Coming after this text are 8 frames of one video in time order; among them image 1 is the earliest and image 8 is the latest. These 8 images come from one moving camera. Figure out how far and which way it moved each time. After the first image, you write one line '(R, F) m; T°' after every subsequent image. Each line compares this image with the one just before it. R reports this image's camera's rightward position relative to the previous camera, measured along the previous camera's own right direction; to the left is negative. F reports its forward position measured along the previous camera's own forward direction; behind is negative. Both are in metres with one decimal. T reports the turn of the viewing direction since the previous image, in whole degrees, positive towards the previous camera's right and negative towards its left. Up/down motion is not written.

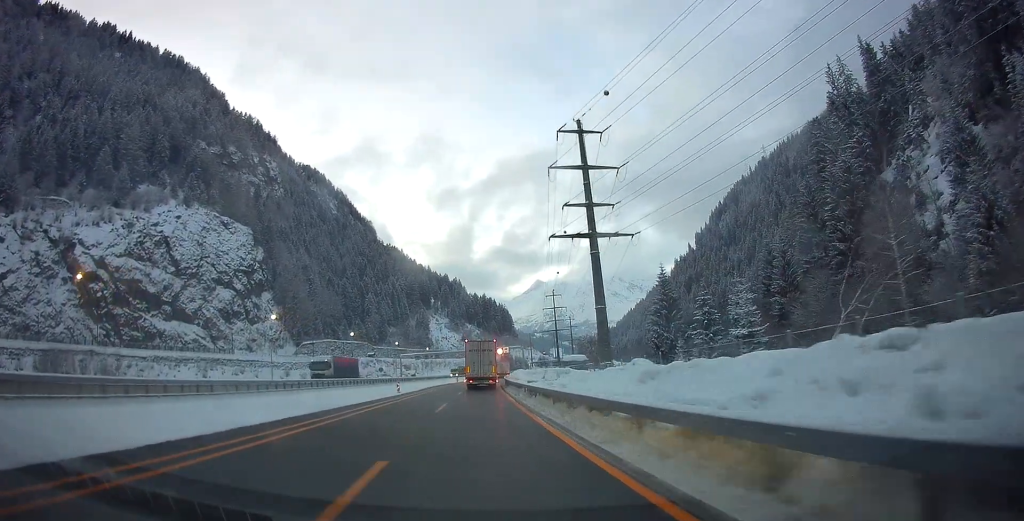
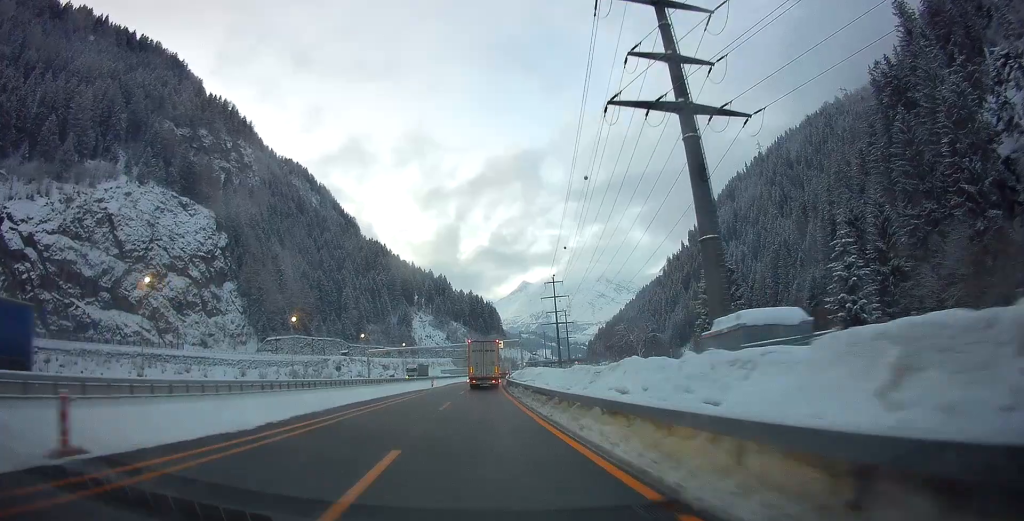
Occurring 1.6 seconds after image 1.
(+0.5, +33.2) m; +2°
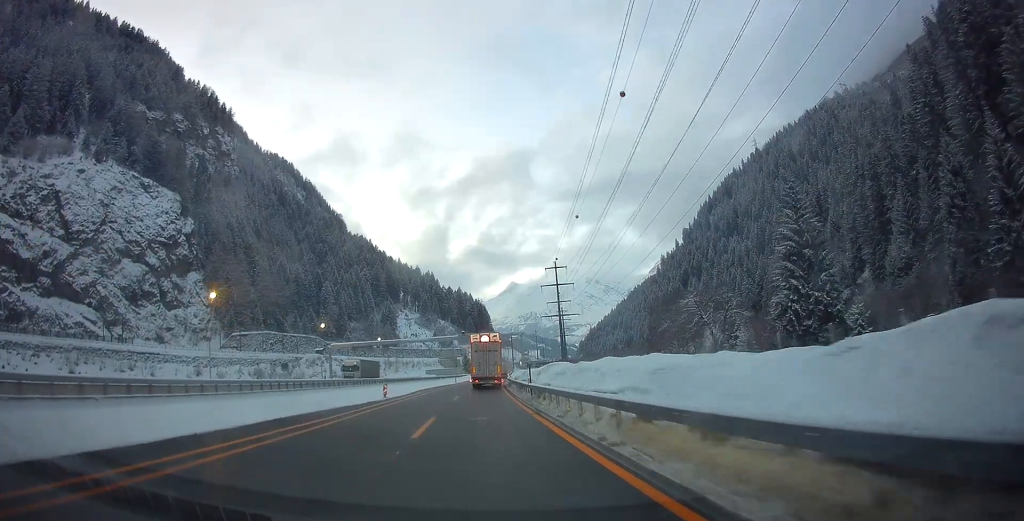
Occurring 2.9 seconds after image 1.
(+0.6, +27.7) m; +2°
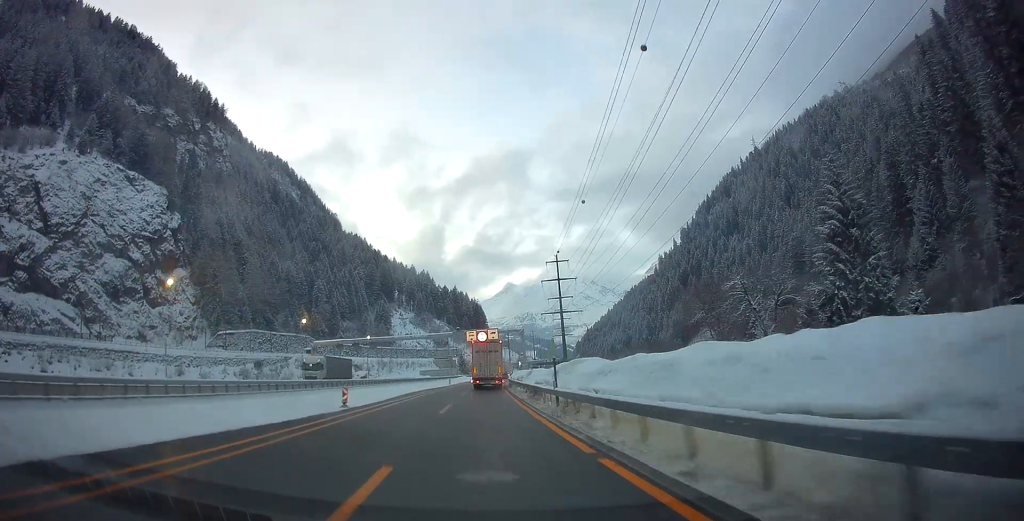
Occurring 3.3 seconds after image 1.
(0.0, +9.3) m; 0°
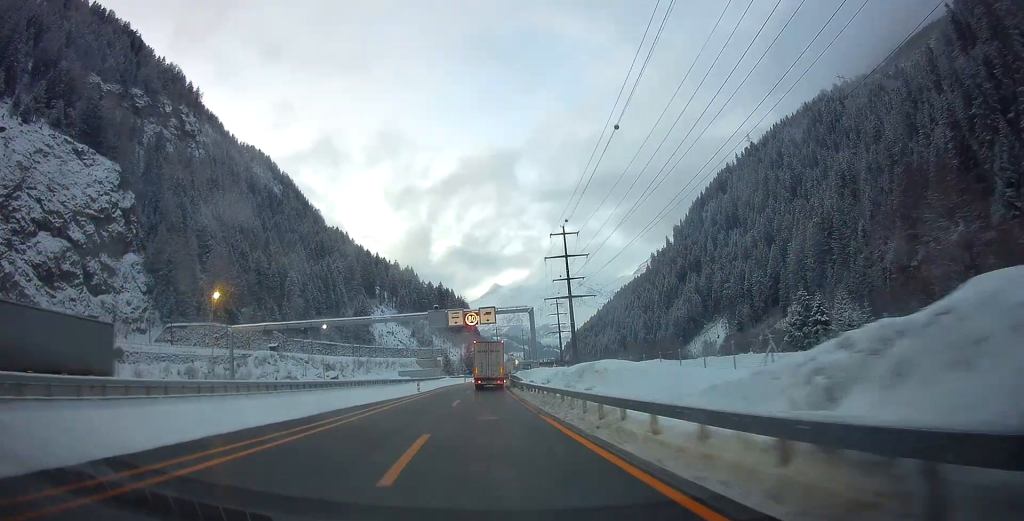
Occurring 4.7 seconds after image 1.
(+0.4, +30.3) m; +1°
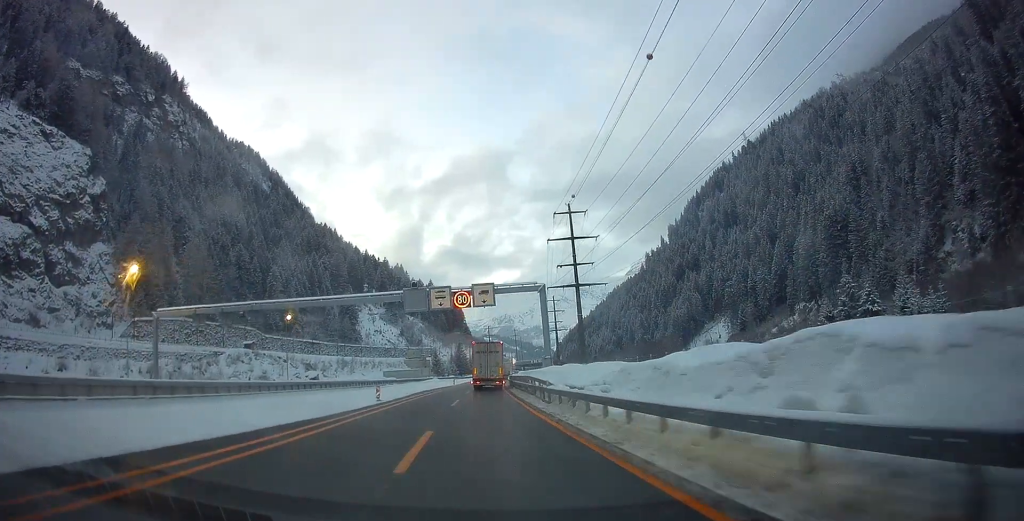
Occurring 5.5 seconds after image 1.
(0.0, +17.0) m; 0°
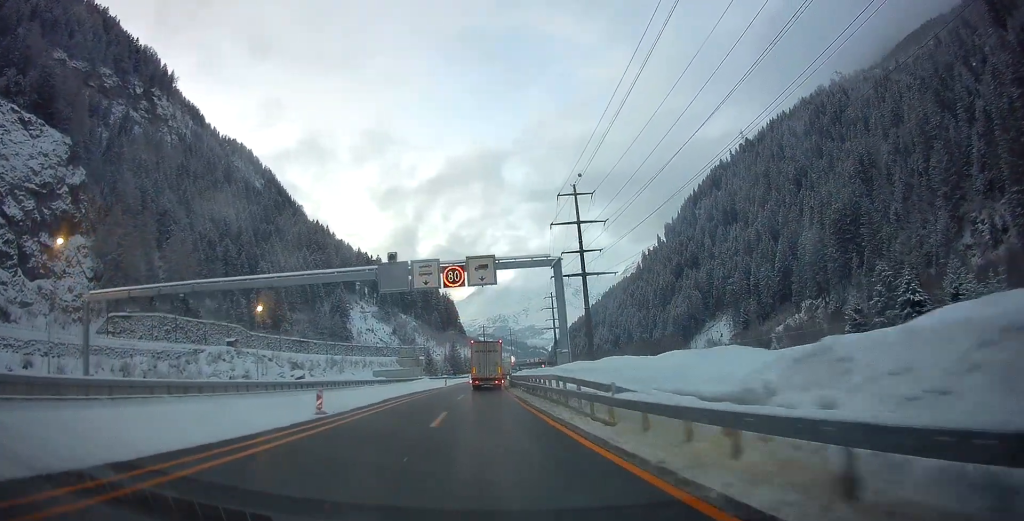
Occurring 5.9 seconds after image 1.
(0.0, +10.4) m; 0°
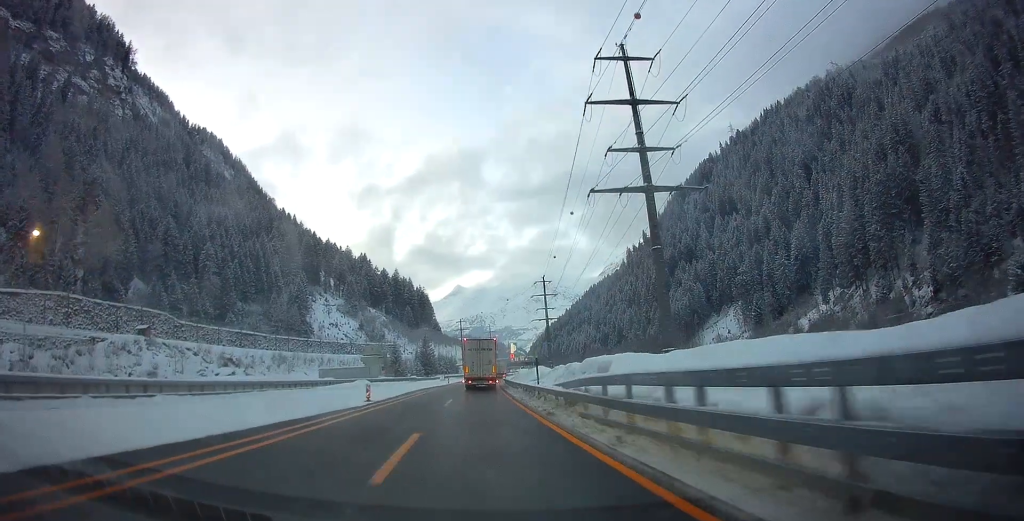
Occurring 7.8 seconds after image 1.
(+0.8, +42.7) m; +3°
